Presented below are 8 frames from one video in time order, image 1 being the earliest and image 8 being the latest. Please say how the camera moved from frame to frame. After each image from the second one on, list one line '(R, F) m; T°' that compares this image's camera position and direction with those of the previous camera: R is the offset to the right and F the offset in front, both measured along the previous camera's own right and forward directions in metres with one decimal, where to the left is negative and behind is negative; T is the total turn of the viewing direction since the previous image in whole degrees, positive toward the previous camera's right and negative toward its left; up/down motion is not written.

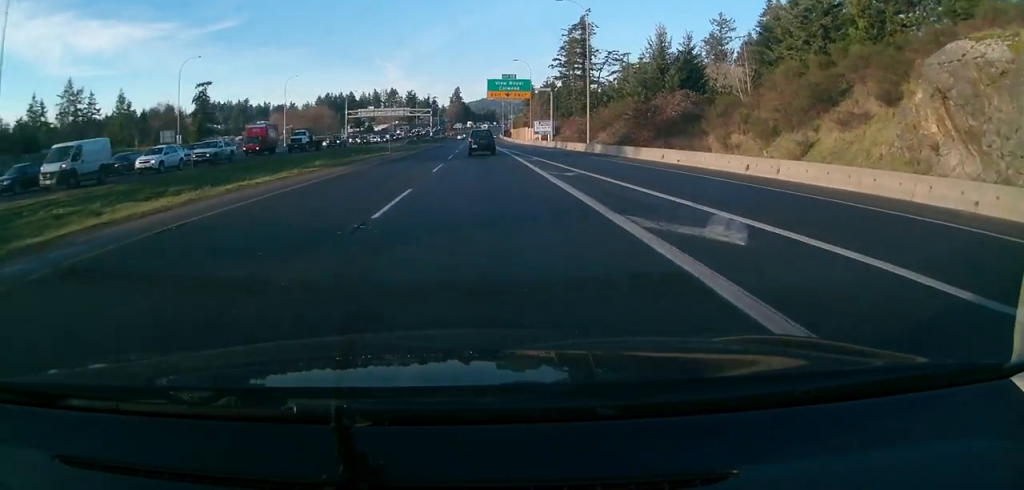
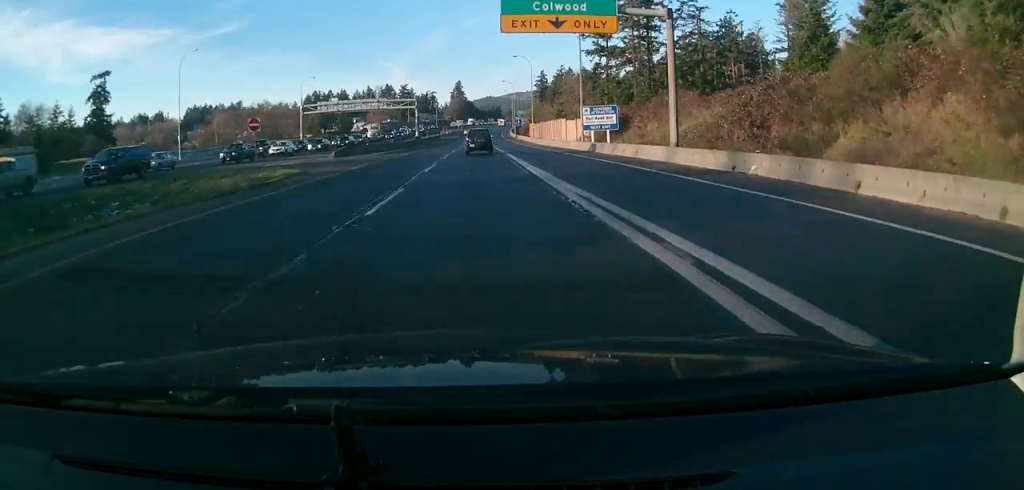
(-1.2, +50.7) m; -2°
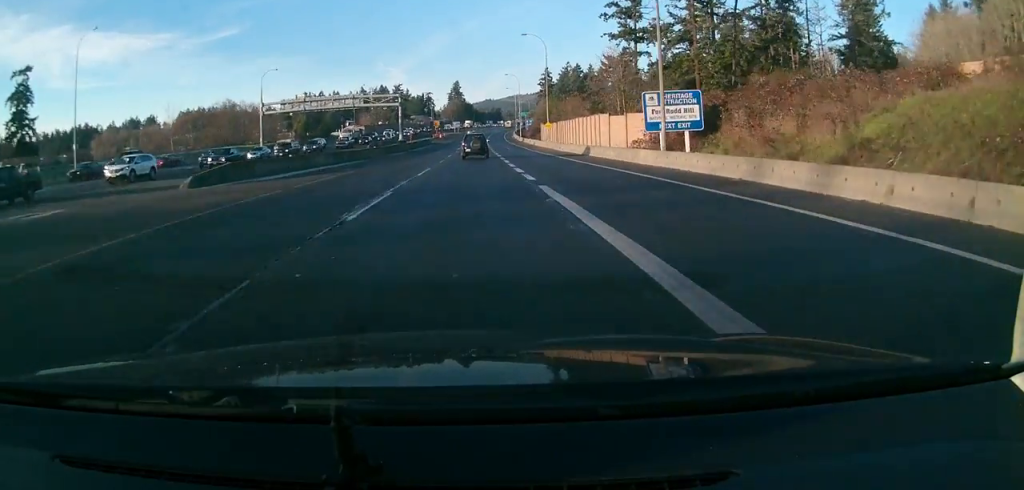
(+0.1, +24.9) m; 0°
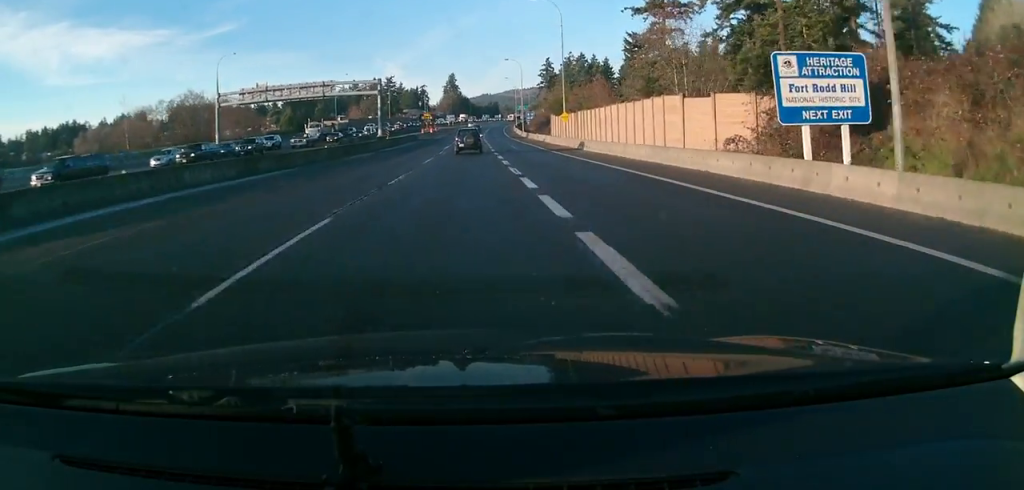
(0.0, +18.2) m; 0°
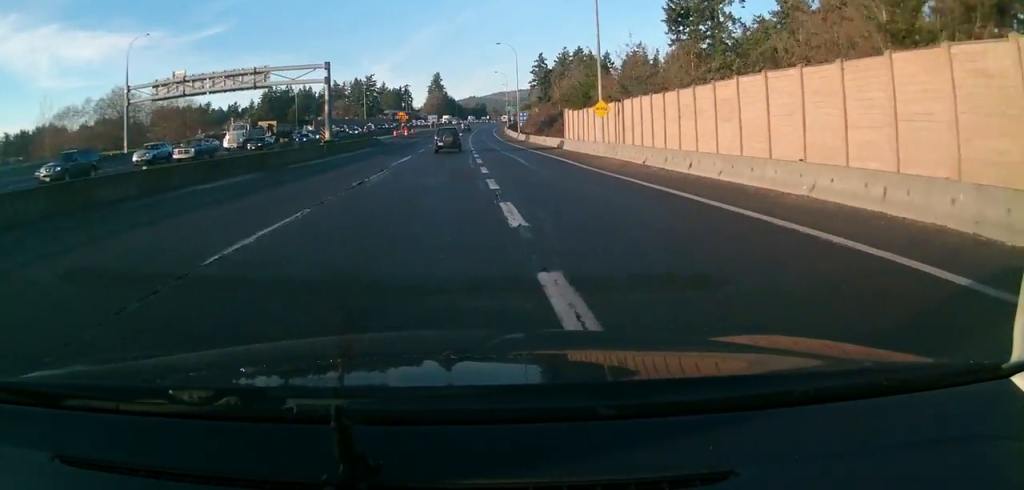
(0.0, +23.2) m; 0°
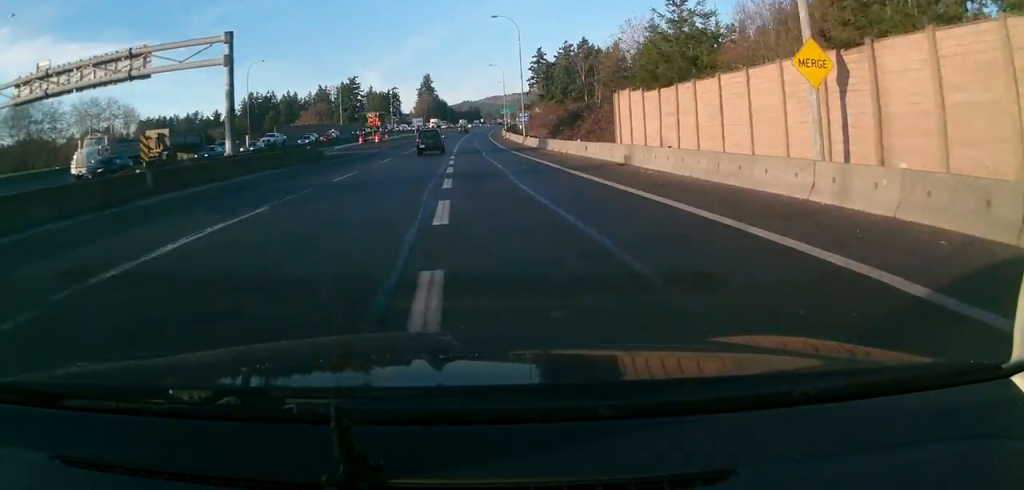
(0.0, +24.1) m; +1°
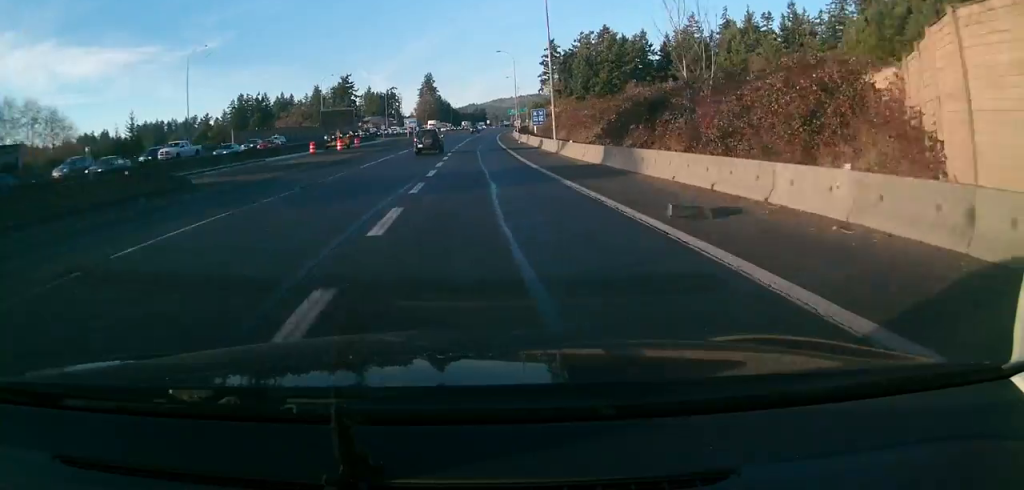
(+0.3, +25.0) m; +1°
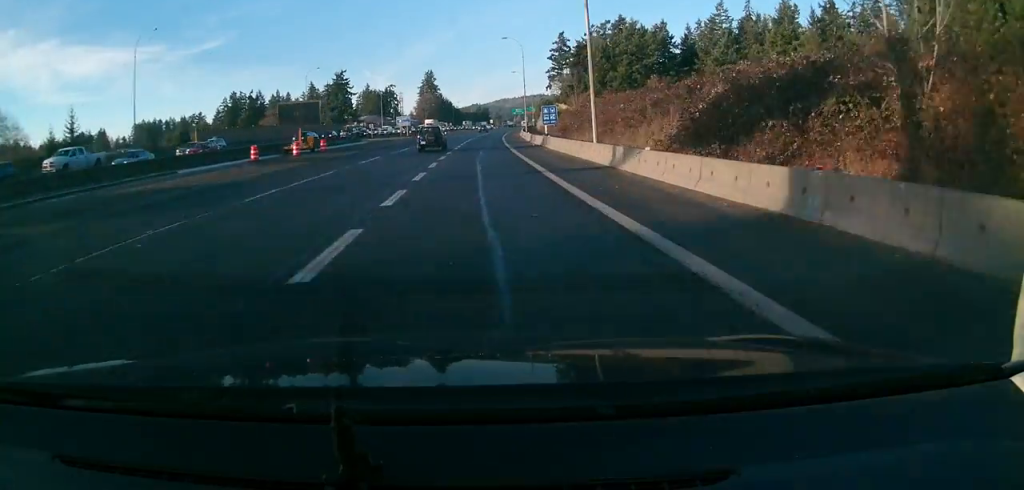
(+0.3, +15.0) m; 0°
